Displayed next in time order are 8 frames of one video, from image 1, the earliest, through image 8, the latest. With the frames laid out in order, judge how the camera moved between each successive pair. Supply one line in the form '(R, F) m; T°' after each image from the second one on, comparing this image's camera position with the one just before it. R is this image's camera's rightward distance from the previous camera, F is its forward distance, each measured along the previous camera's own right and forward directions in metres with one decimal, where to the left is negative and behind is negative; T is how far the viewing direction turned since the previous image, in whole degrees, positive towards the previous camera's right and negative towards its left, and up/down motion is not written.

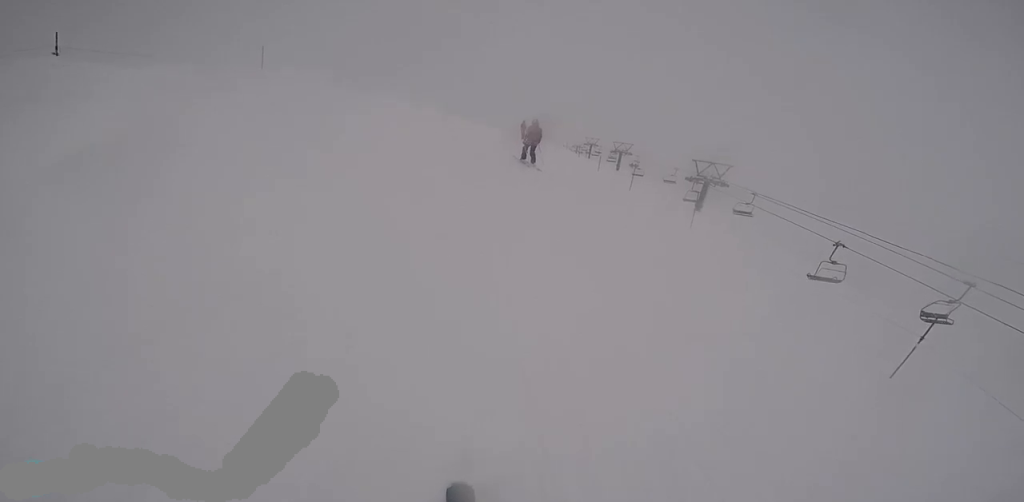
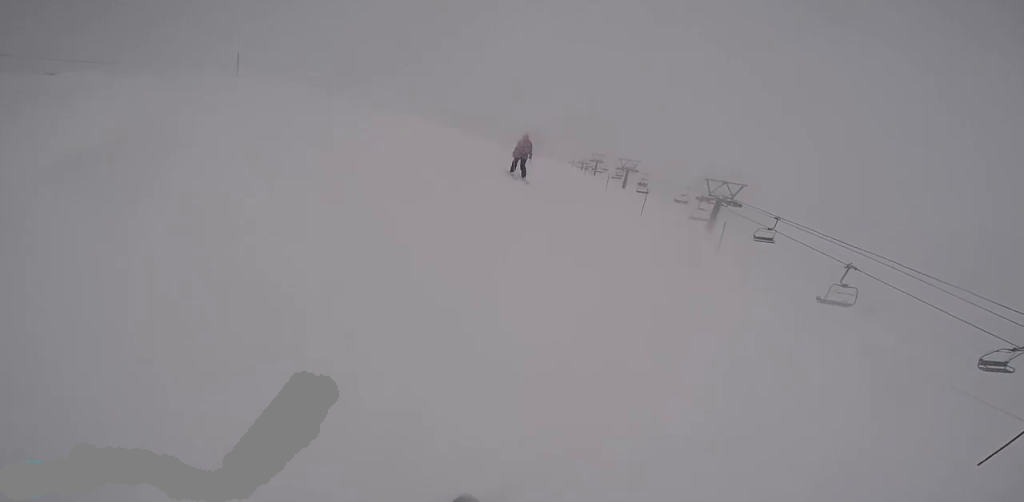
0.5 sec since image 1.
(+0.6, +2.4) m; -8°
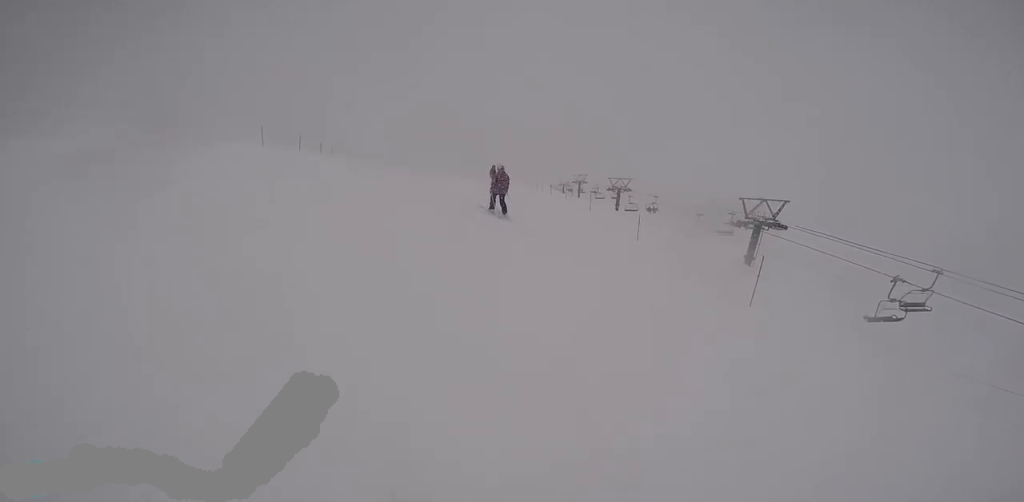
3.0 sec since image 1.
(-3.5, +10.4) m; -14°
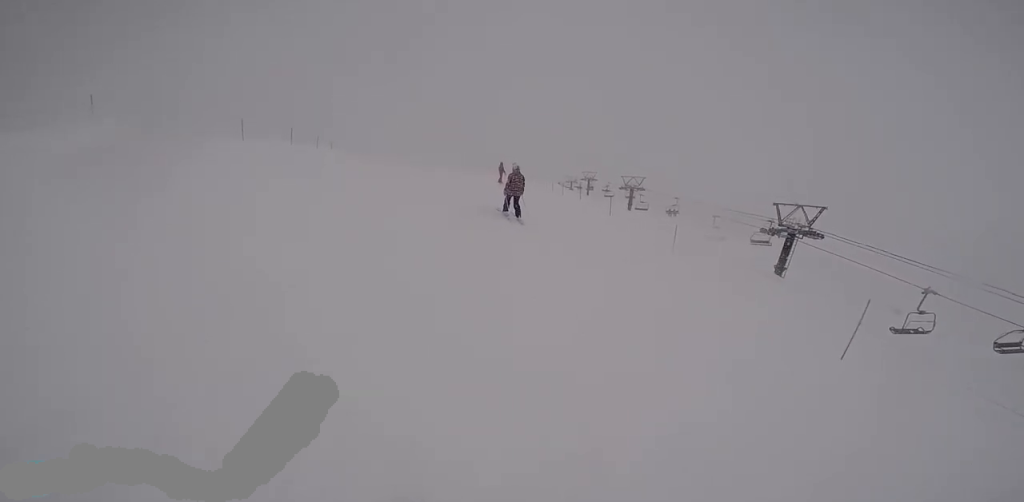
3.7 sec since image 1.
(+0.2, +3.1) m; +2°
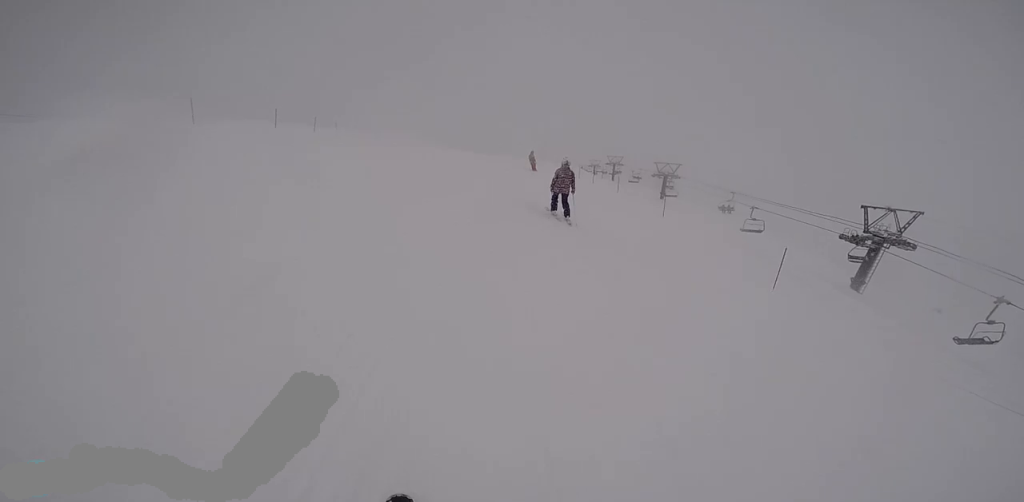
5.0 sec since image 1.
(-0.1, +6.0) m; -15°
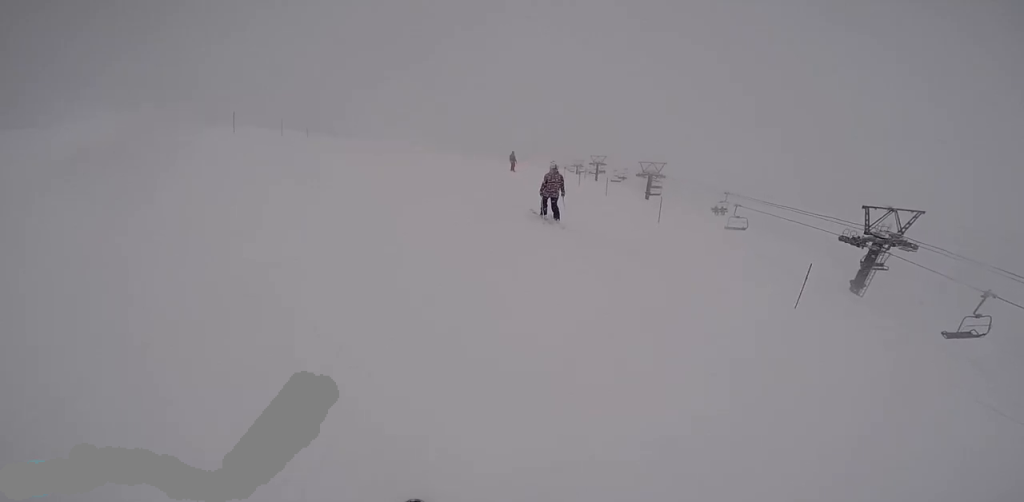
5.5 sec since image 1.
(-0.6, +2.2) m; -2°
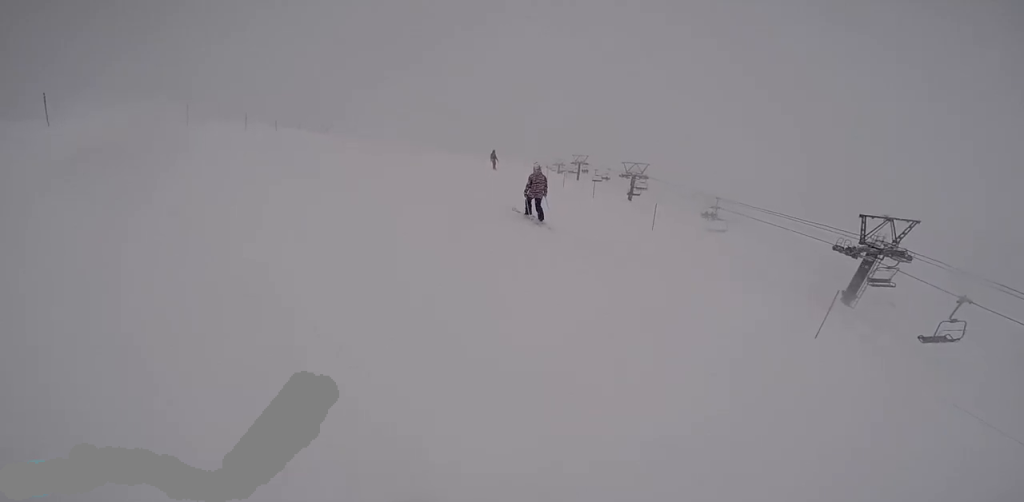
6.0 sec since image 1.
(-0.4, +2.0) m; -1°
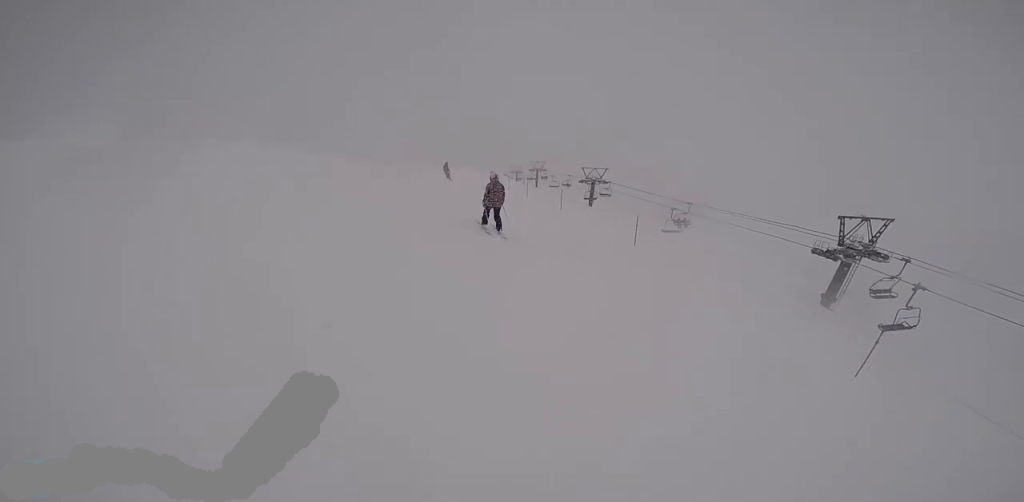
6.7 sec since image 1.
(+0.5, +2.7) m; +11°
